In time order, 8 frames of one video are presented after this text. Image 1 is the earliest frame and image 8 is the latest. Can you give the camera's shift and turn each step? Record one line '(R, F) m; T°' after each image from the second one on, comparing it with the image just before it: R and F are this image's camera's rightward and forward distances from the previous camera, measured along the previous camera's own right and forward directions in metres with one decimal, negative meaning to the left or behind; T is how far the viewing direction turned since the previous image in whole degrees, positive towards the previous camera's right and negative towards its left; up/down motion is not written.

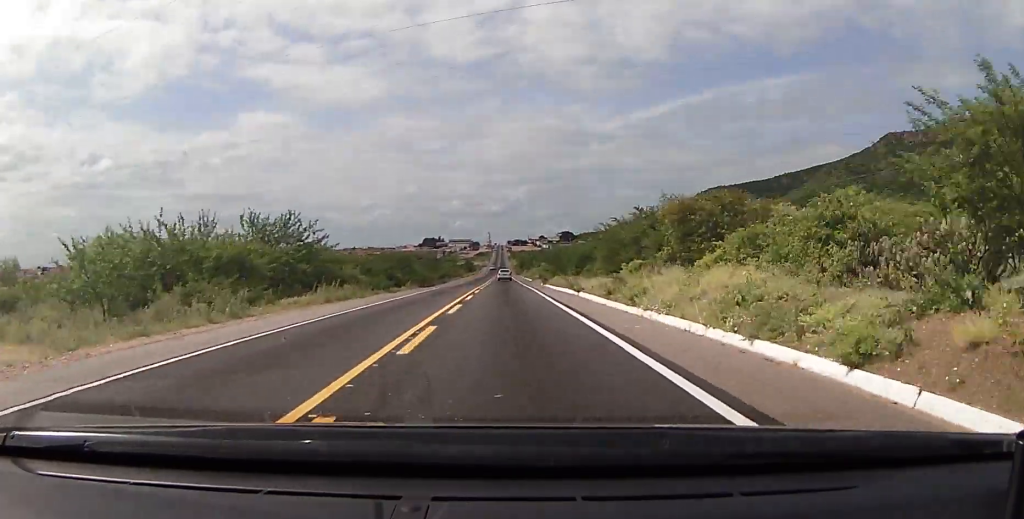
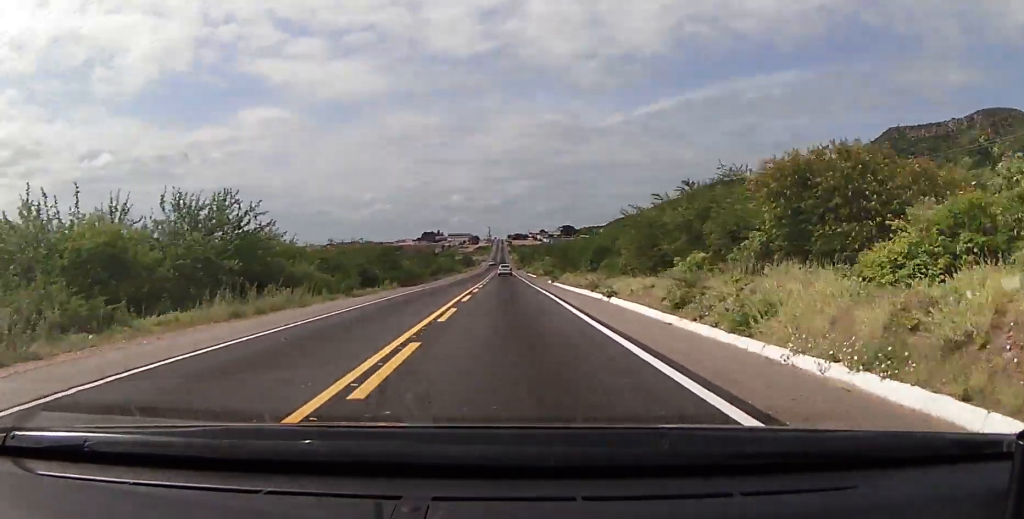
(+0.1, +11.3) m; +1°
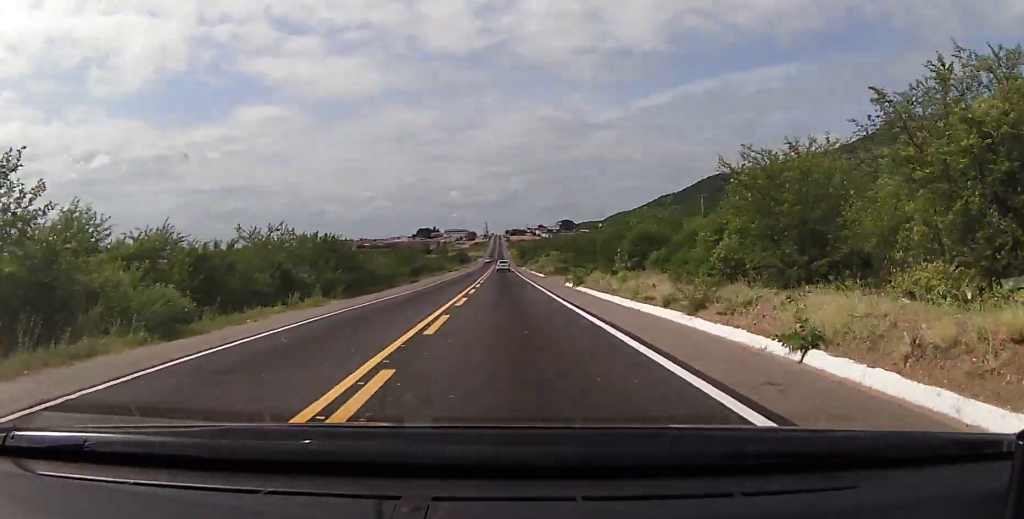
(+0.1, +18.9) m; 0°
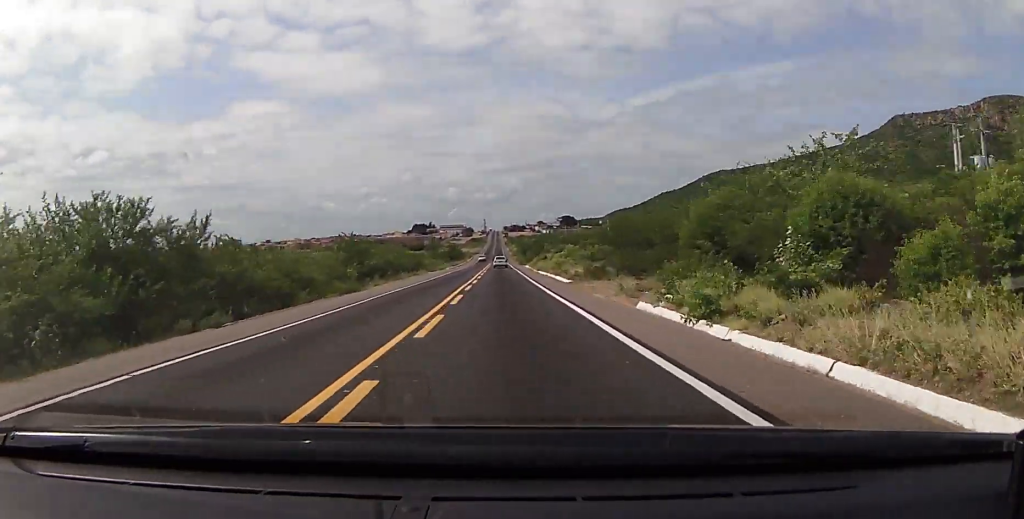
(-0.1, +25.2) m; -1°
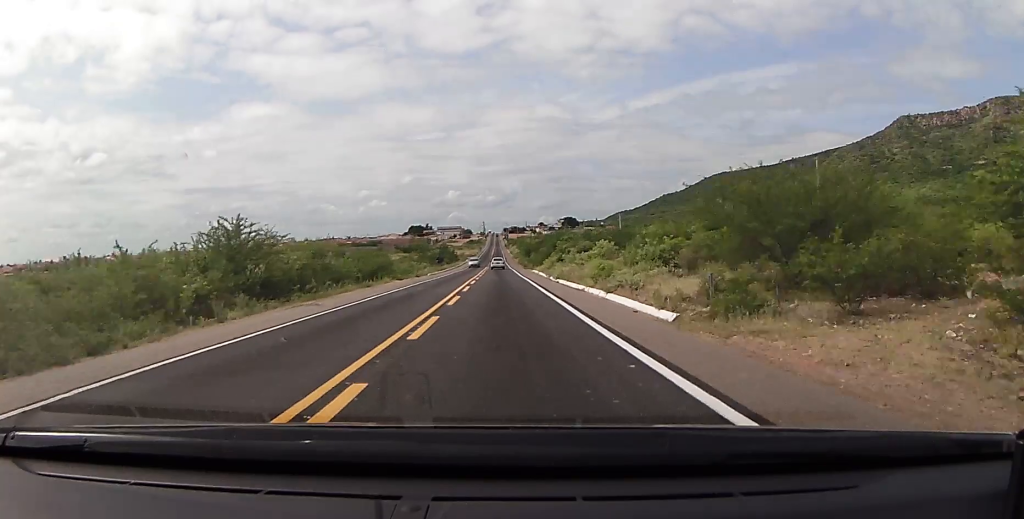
(-0.2, +24.7) m; +1°
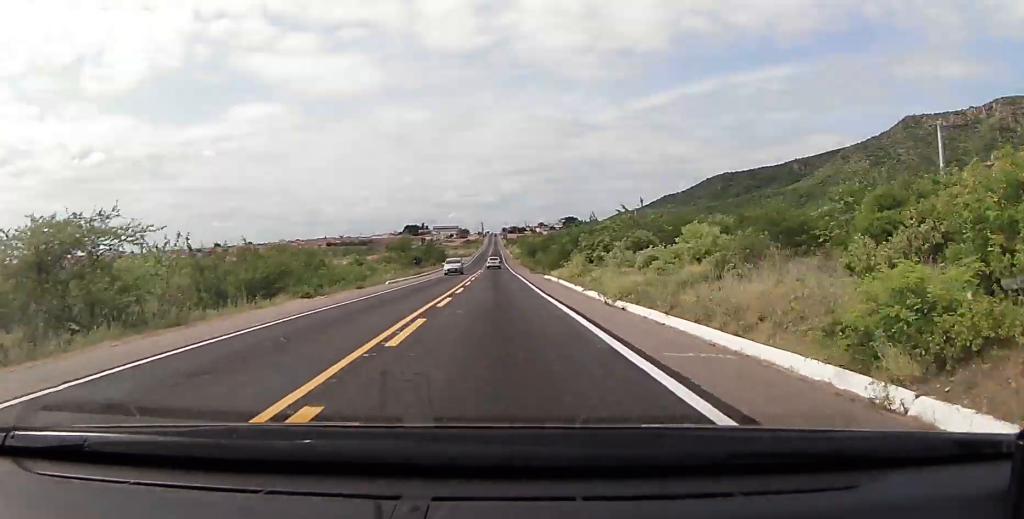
(+0.4, +25.7) m; 0°
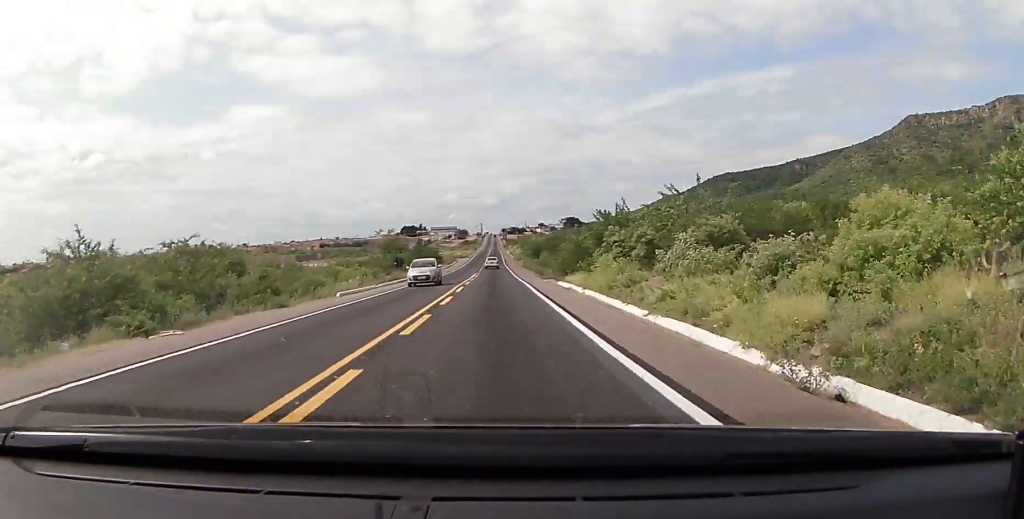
(-0.5, +14.1) m; -1°
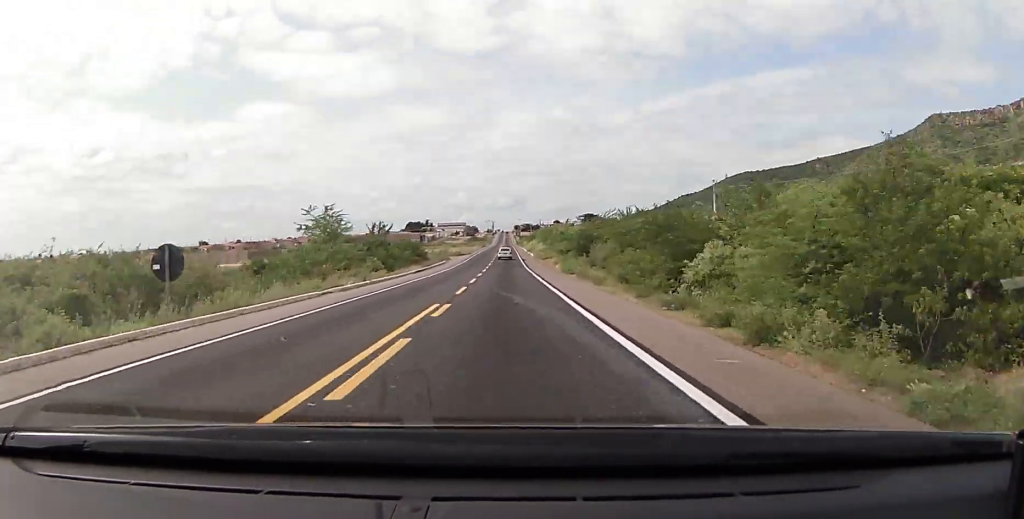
(+1.1, +46.6) m; -1°
